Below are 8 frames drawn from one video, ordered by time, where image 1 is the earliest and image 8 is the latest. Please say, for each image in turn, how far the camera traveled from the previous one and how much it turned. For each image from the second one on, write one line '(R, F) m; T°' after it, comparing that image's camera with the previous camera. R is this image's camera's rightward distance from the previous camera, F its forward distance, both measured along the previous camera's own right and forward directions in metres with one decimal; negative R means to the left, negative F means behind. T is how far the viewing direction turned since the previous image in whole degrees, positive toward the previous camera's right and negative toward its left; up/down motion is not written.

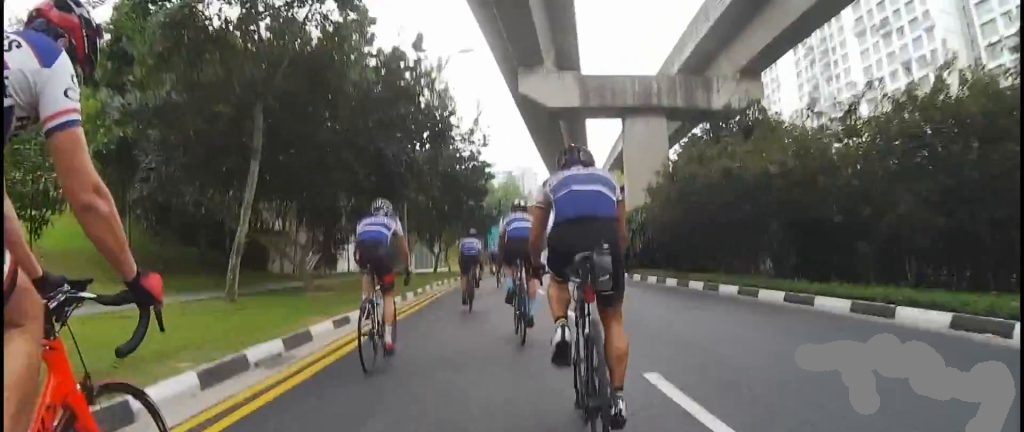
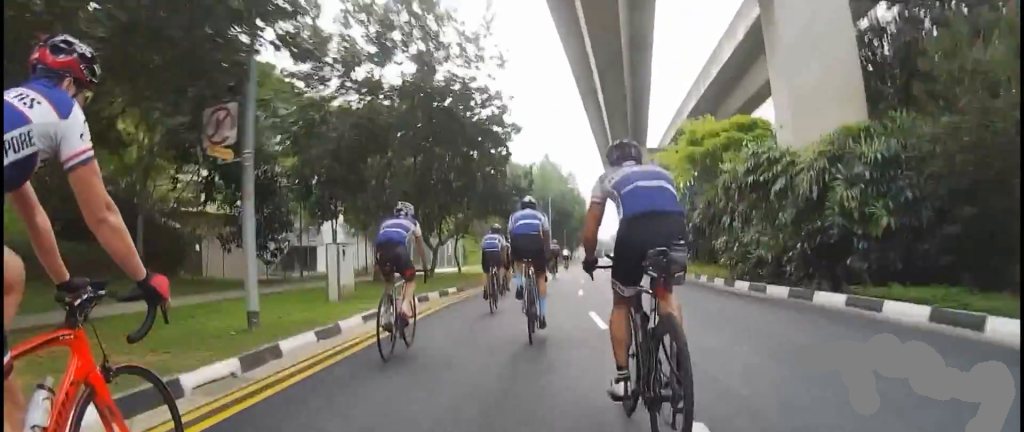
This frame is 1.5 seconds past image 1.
(+0.2, +13.6) m; 0°
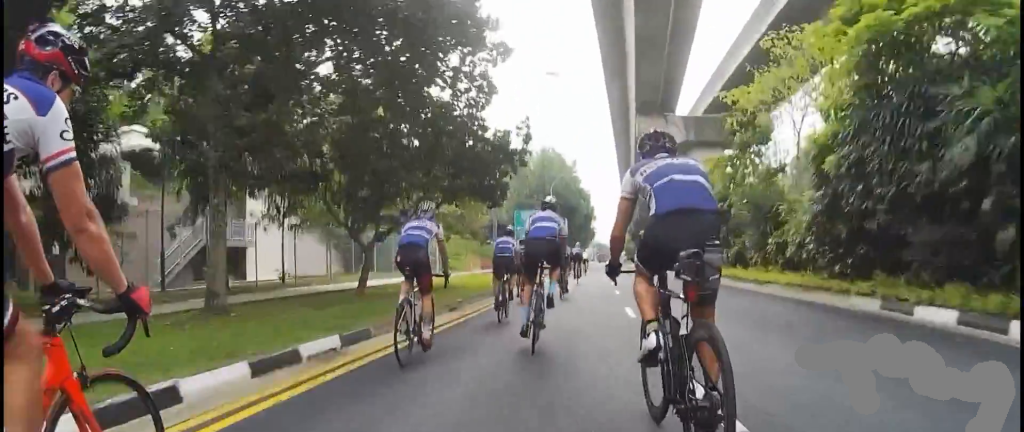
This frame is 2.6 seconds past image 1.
(-0.2, +9.9) m; +3°
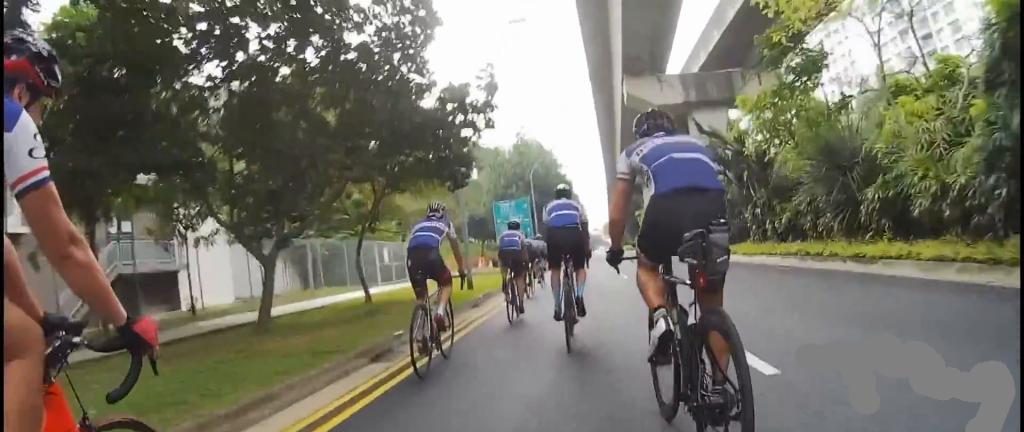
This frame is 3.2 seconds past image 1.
(0.0, +5.2) m; +4°
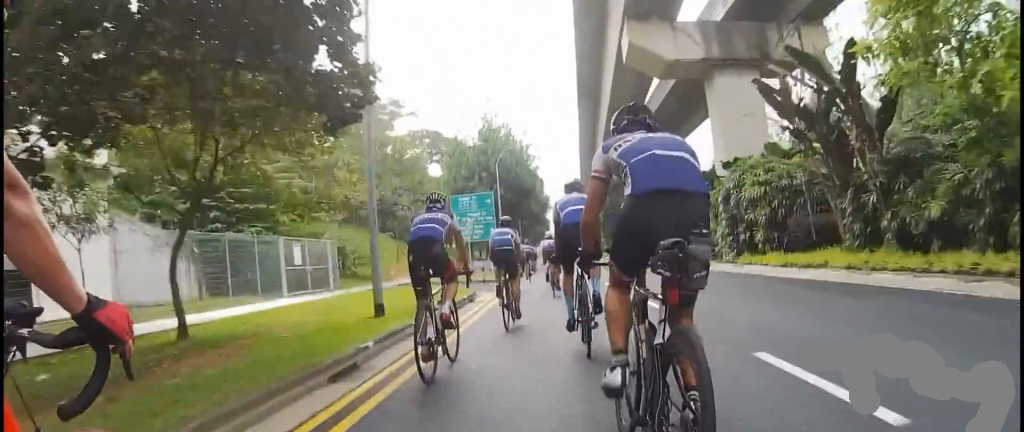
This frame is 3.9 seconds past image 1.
(+0.6, +6.8) m; -1°
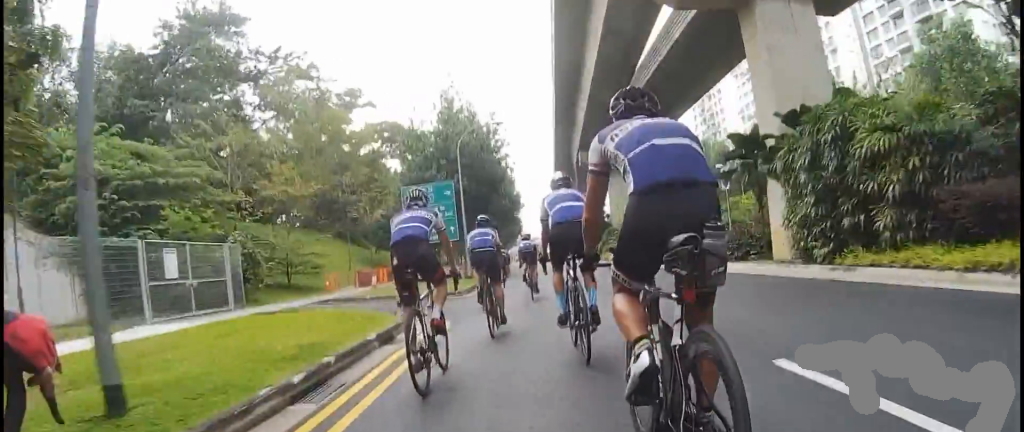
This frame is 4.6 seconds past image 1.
(-0.2, +6.0) m; -1°
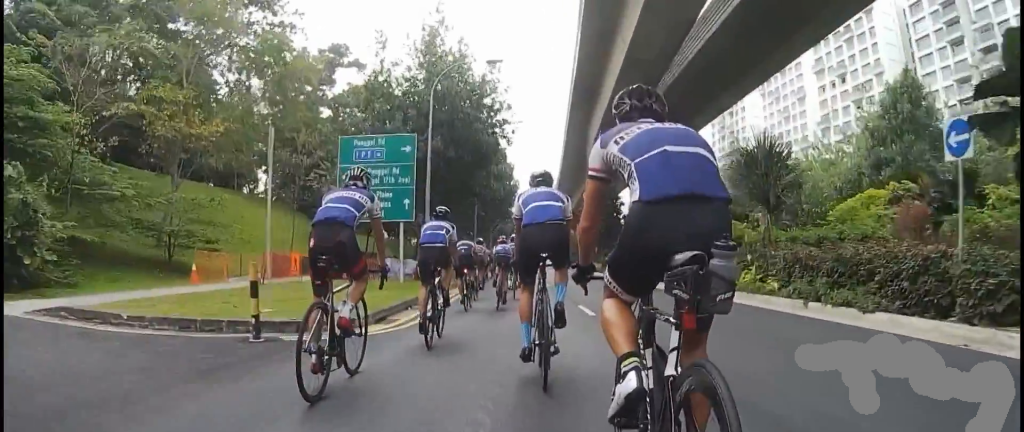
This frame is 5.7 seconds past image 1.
(-0.1, +9.3) m; -3°
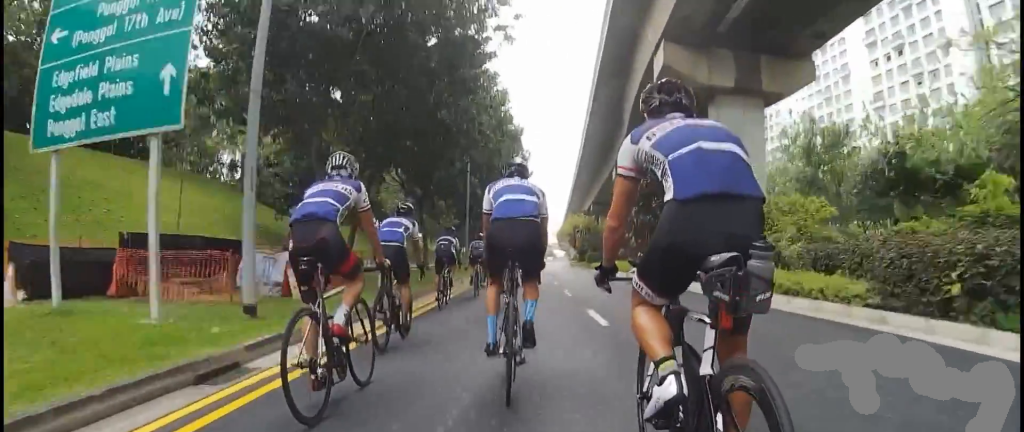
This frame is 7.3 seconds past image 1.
(-1.6, +13.1) m; -10°
